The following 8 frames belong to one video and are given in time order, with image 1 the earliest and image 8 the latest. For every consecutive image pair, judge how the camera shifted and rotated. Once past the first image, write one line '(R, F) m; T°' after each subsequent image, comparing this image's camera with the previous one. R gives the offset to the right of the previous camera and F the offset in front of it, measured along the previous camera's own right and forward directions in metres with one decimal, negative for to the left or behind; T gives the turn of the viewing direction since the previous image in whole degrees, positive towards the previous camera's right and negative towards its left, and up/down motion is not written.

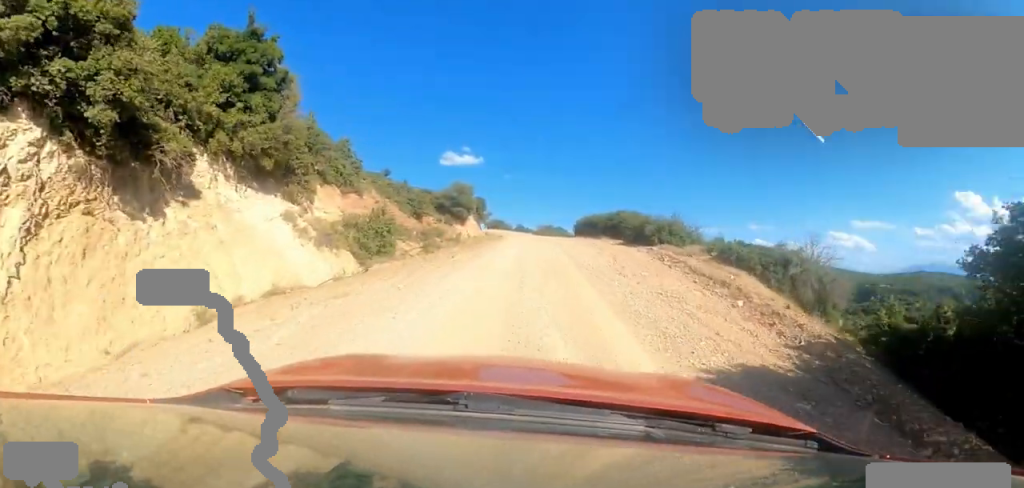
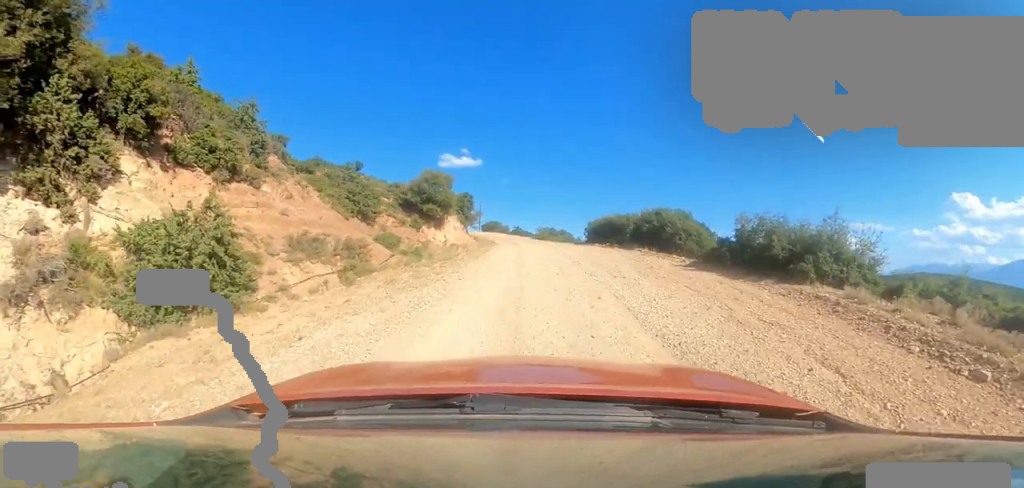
(-0.7, +9.4) m; -7°
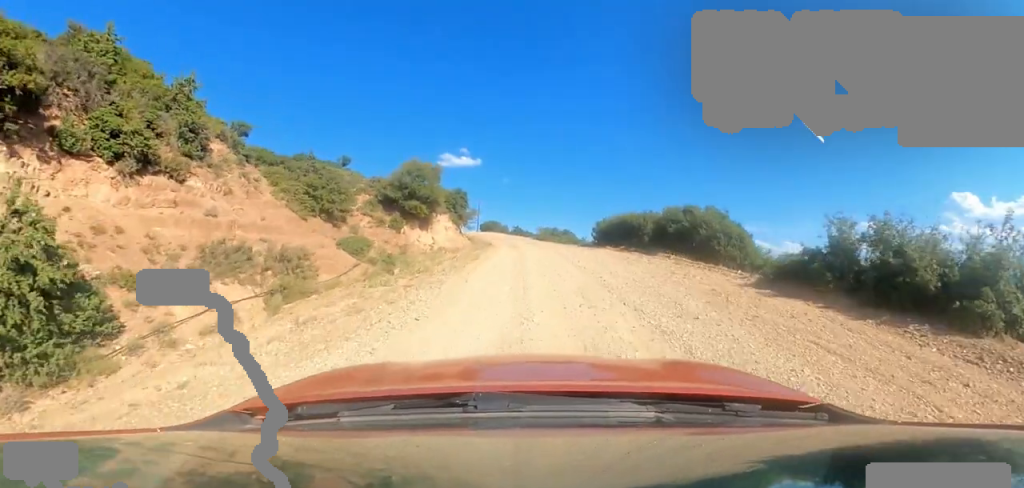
(-0.2, +3.6) m; +3°
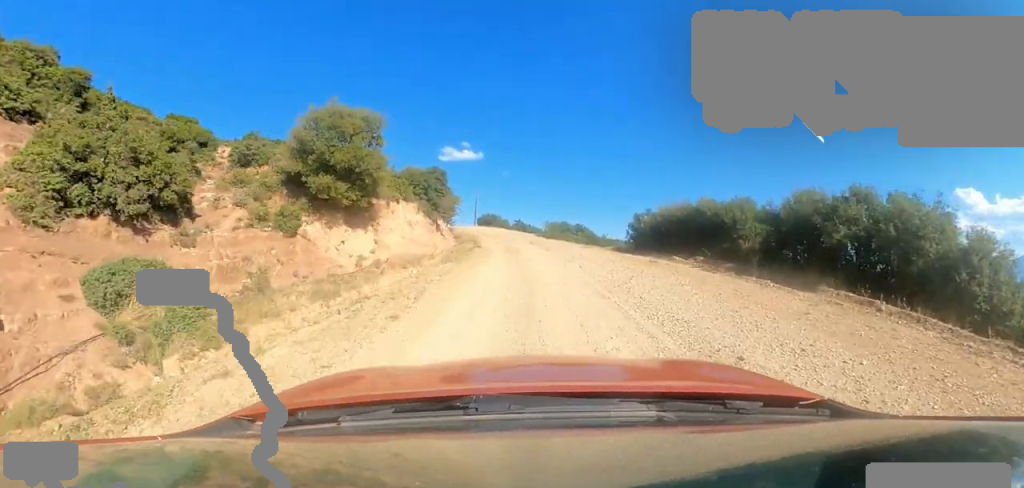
(+0.9, +9.2) m; +3°
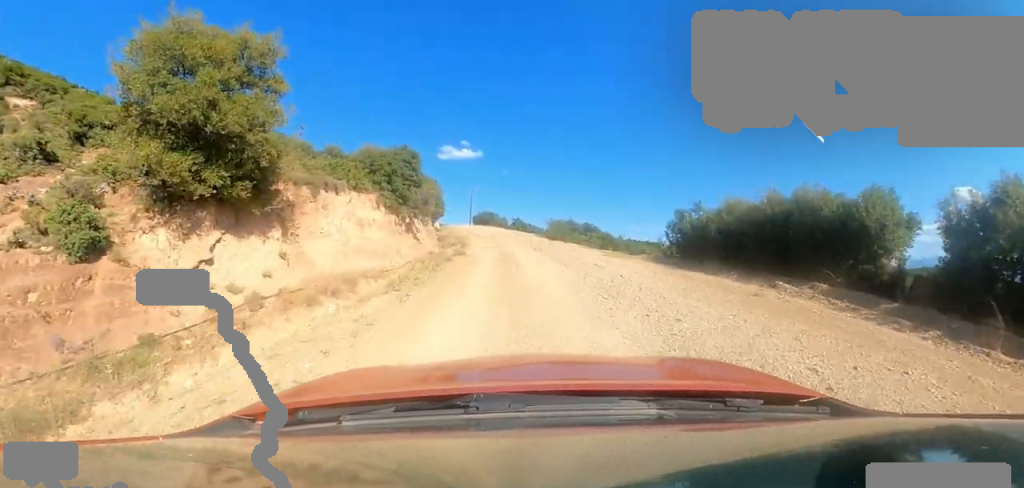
(-0.5, +5.5) m; 0°
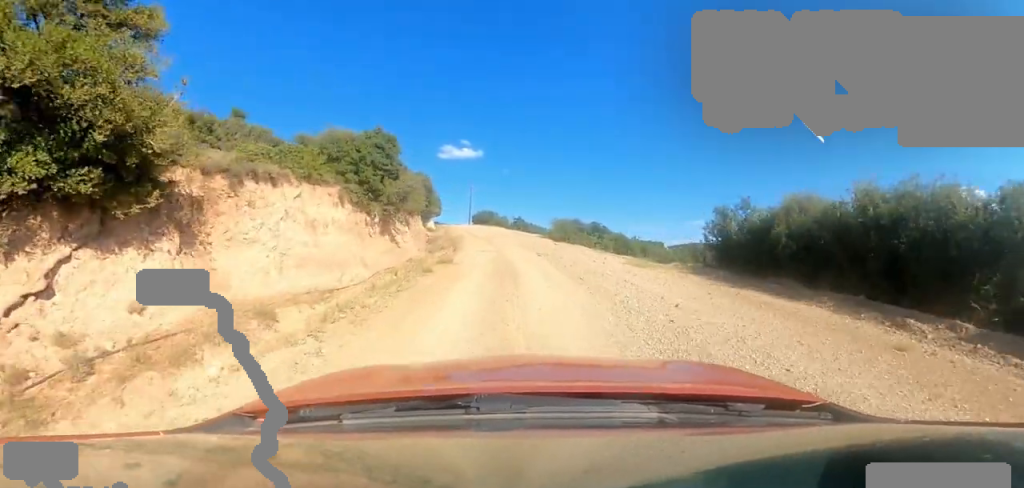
(-0.2, +3.2) m; 0°
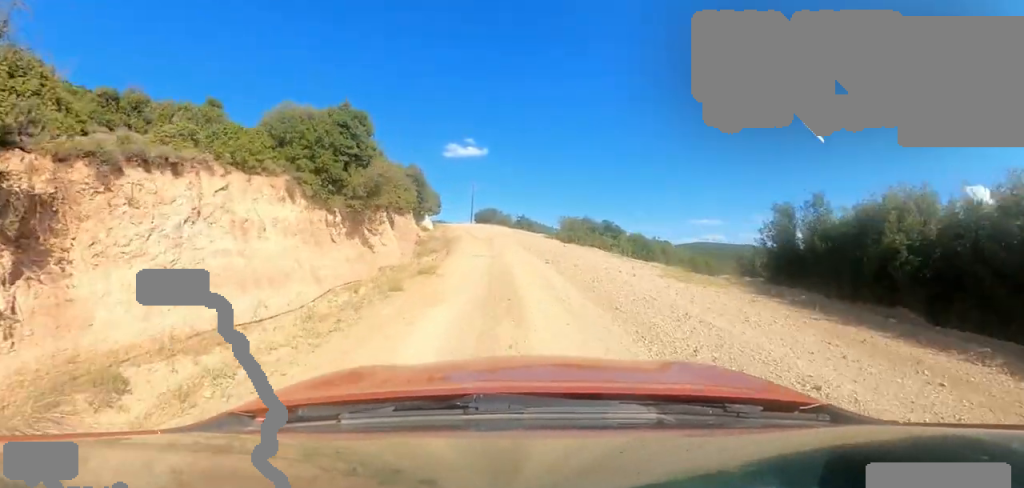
(+0.4, +2.9) m; +1°
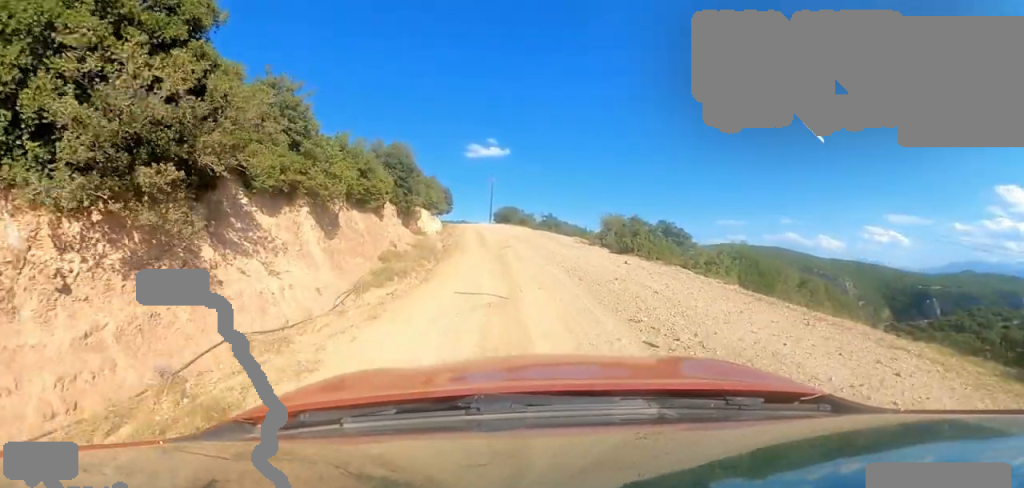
(+0.1, +7.5) m; -4°
